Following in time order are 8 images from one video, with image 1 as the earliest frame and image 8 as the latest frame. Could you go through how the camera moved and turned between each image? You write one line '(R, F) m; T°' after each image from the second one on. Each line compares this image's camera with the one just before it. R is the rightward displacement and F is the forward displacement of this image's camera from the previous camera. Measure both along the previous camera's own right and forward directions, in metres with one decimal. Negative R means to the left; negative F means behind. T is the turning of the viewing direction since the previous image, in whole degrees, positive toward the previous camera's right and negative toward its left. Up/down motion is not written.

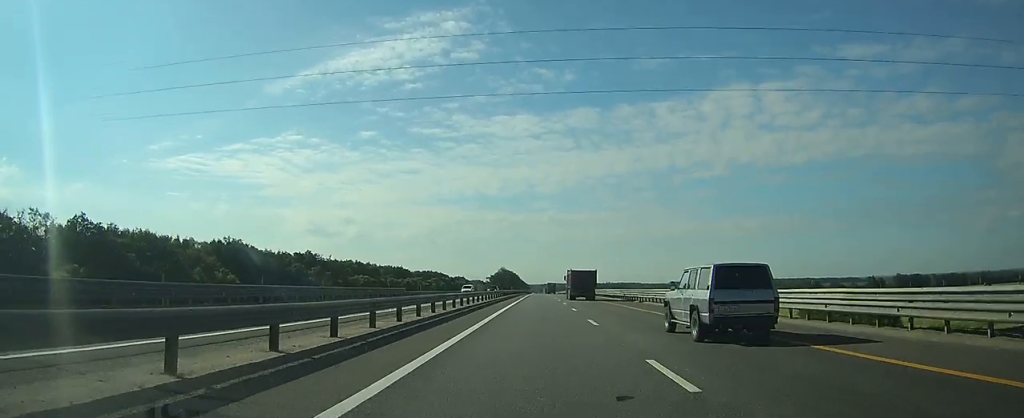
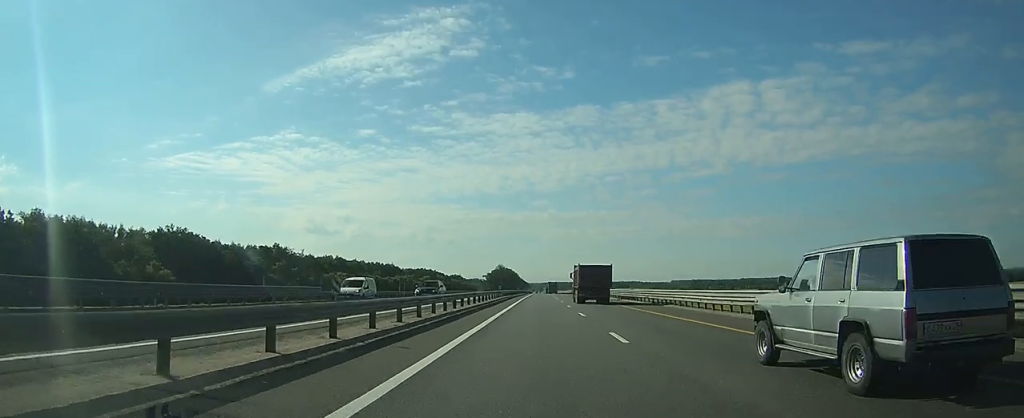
(+0.1, +30.1) m; 0°
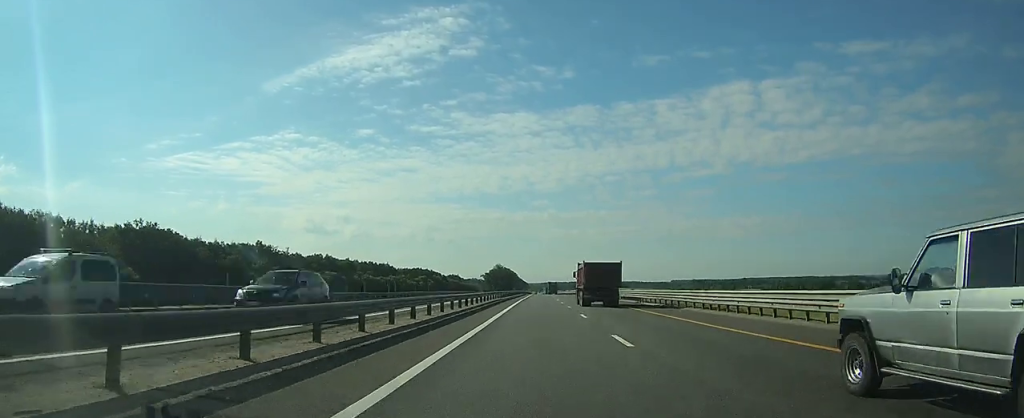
(0.0, +12.9) m; 0°
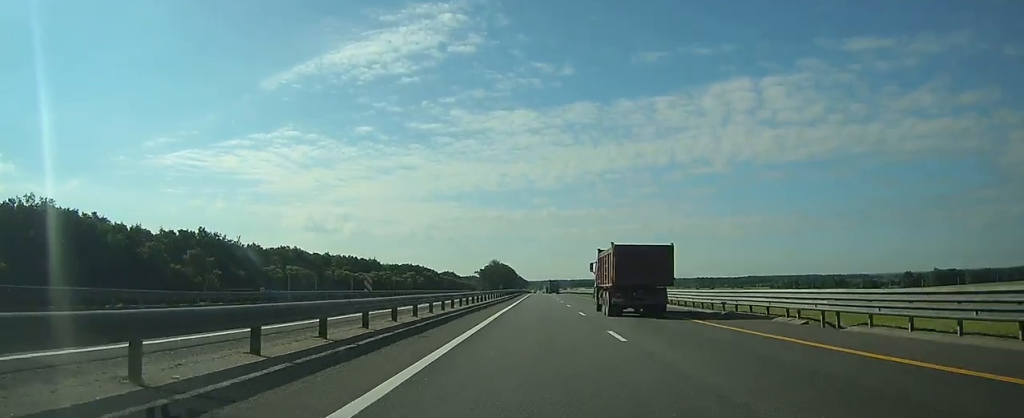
(0.0, +35.5) m; 0°
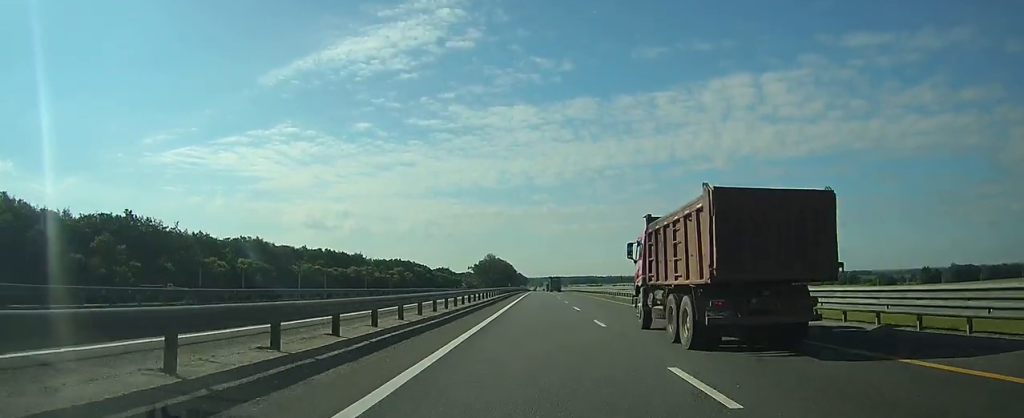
(+0.1, +32.3) m; 0°
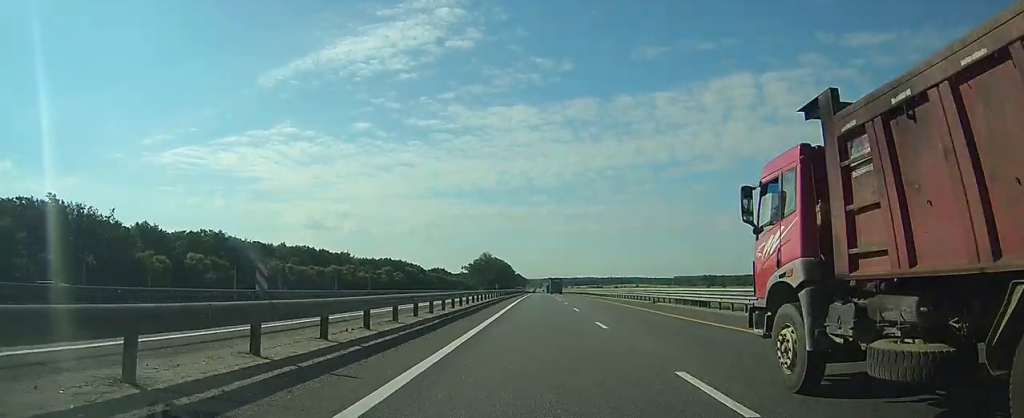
(0.0, +24.8) m; 0°
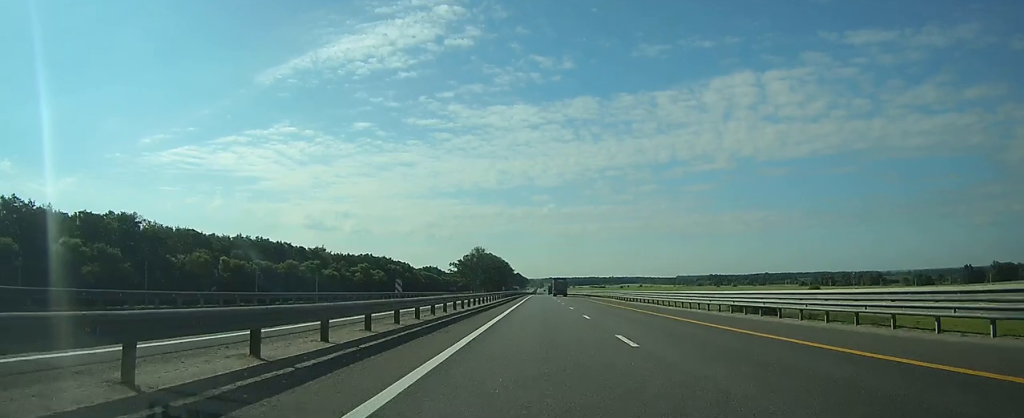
(0.0, +42.0) m; 0°
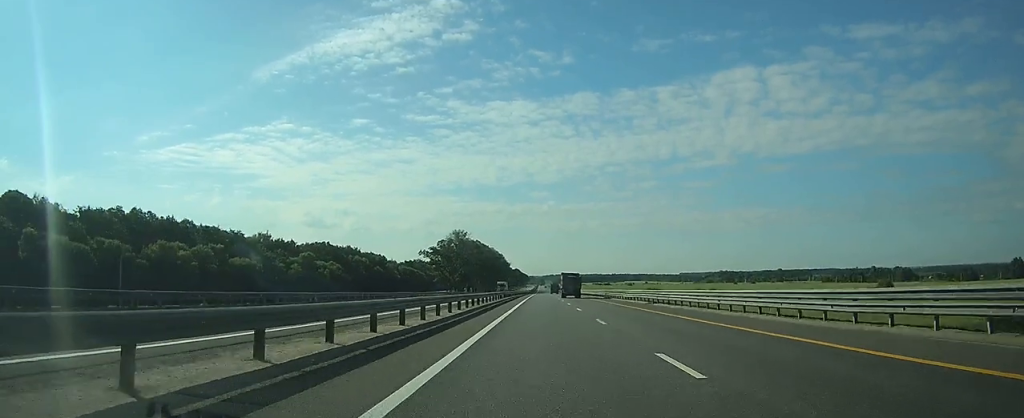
(0.0, +66.1) m; 0°
